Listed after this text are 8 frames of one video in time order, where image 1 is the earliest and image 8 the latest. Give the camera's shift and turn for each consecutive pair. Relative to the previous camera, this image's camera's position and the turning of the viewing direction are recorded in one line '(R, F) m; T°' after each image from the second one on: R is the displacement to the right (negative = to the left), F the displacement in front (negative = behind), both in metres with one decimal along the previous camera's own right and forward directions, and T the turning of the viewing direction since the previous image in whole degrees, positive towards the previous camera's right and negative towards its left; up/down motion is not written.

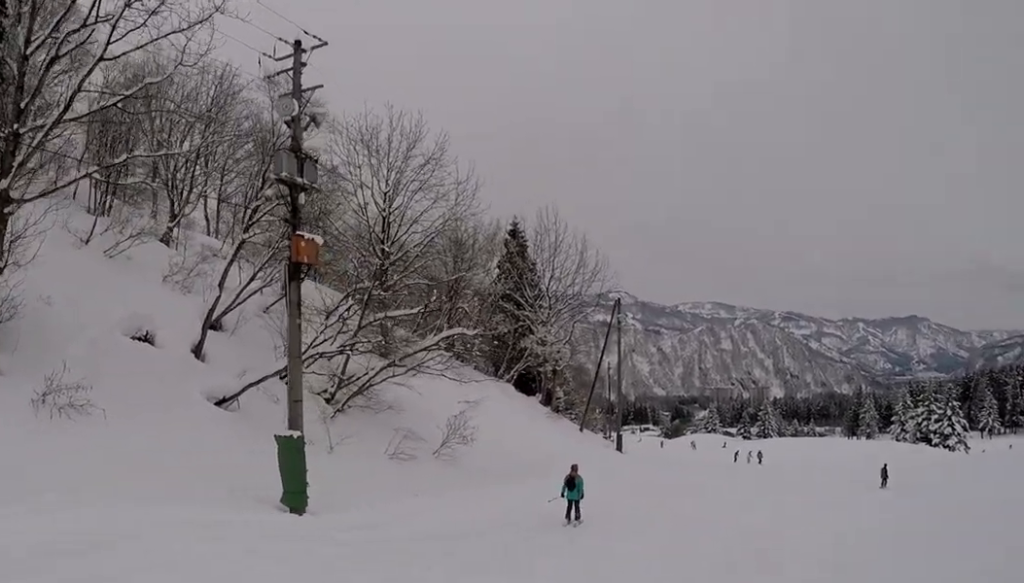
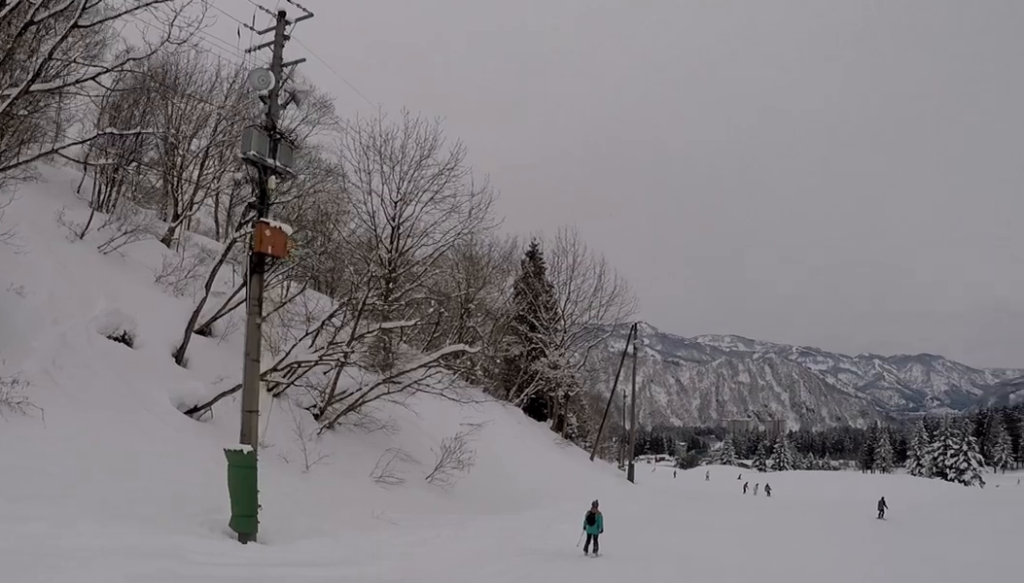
(+0.4, +2.8) m; +6°
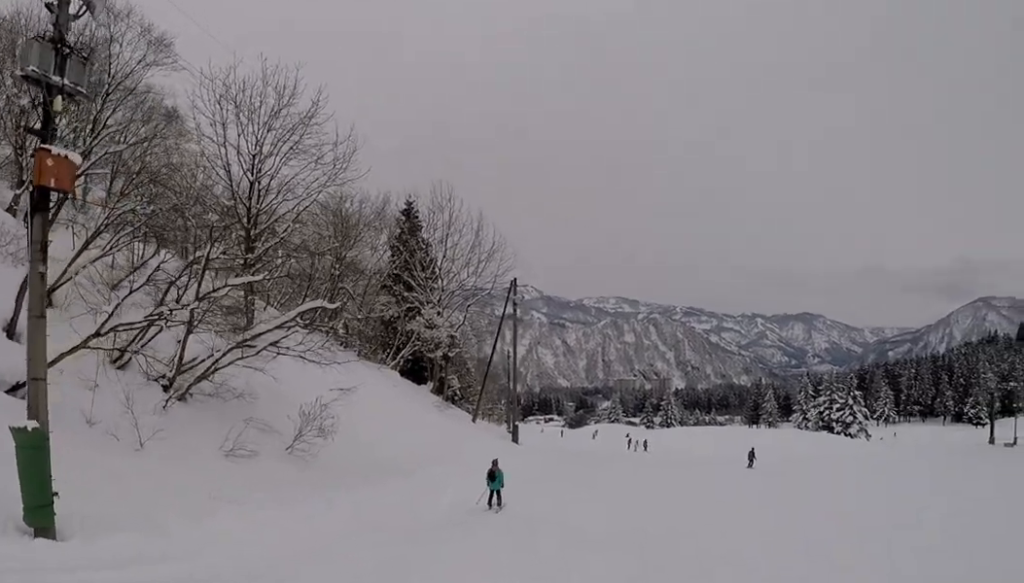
(0.0, +3.4) m; -2°
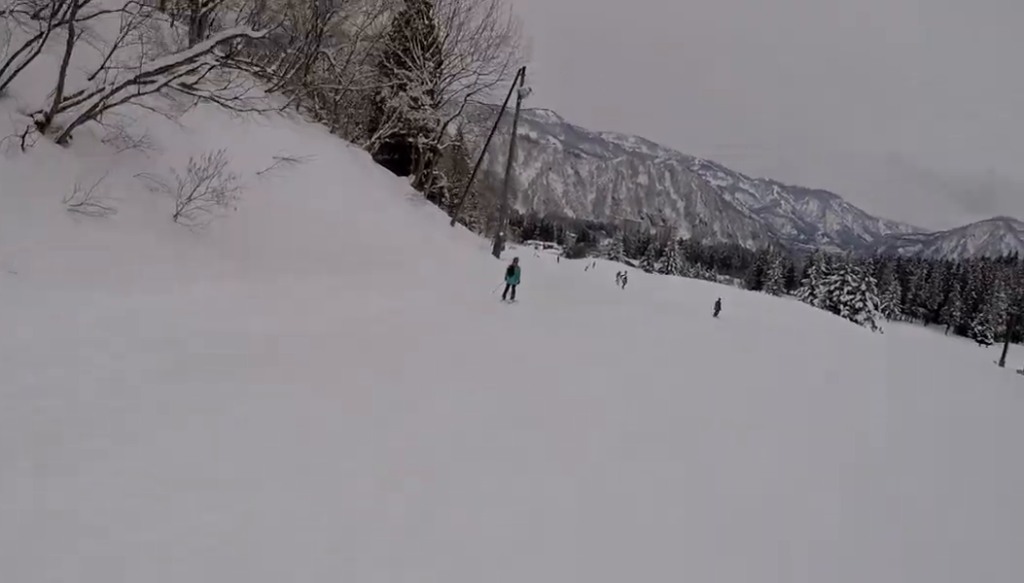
(-0.4, +8.0) m; -2°
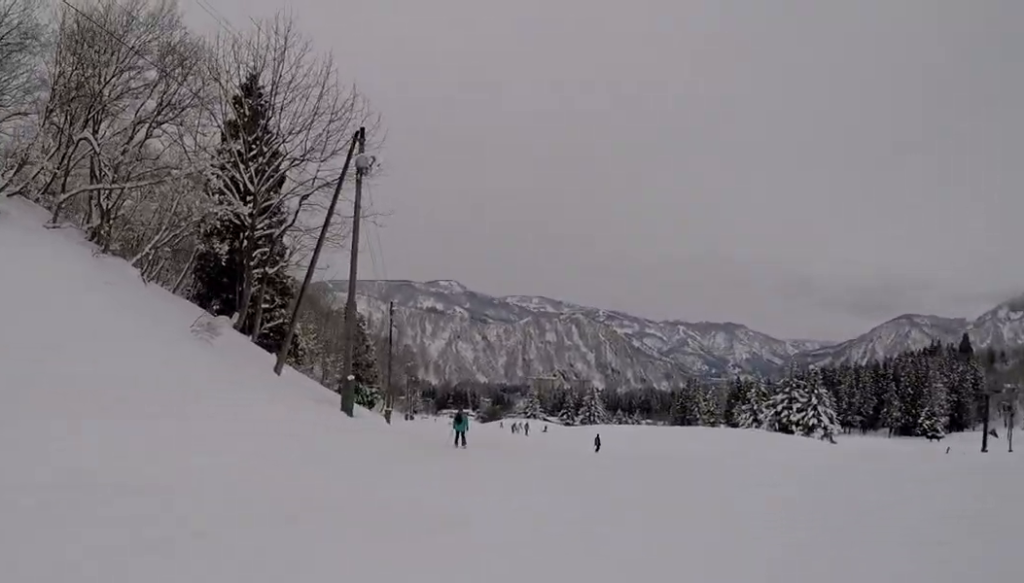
(-0.1, +15.3) m; 0°
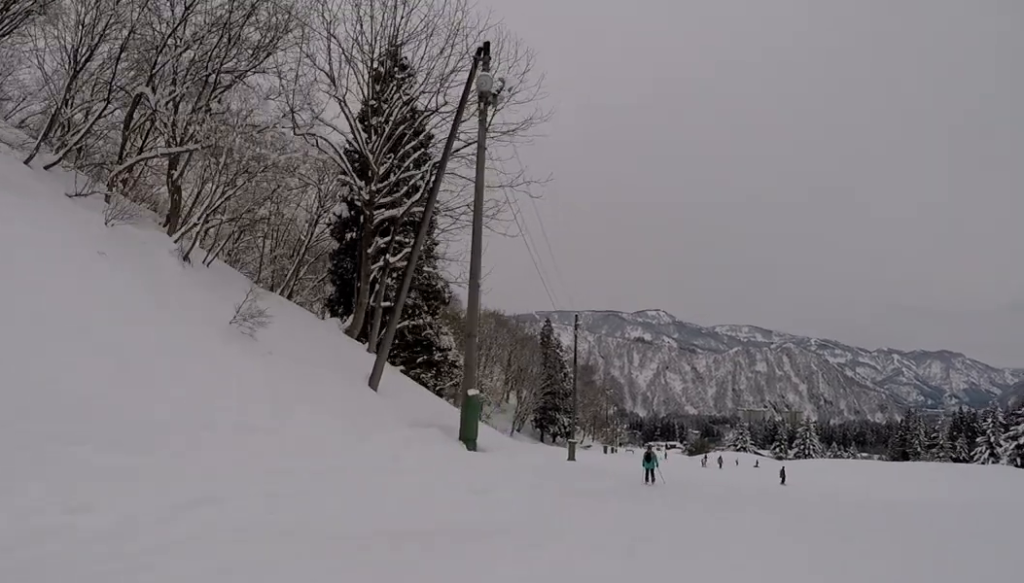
(+0.6, +9.4) m; -4°
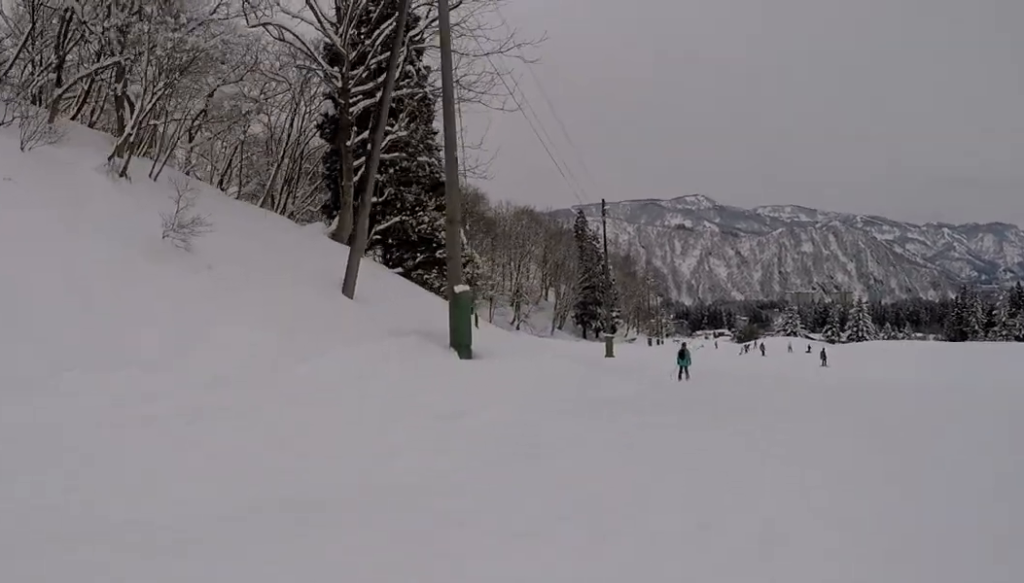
(+0.2, +3.5) m; -8°
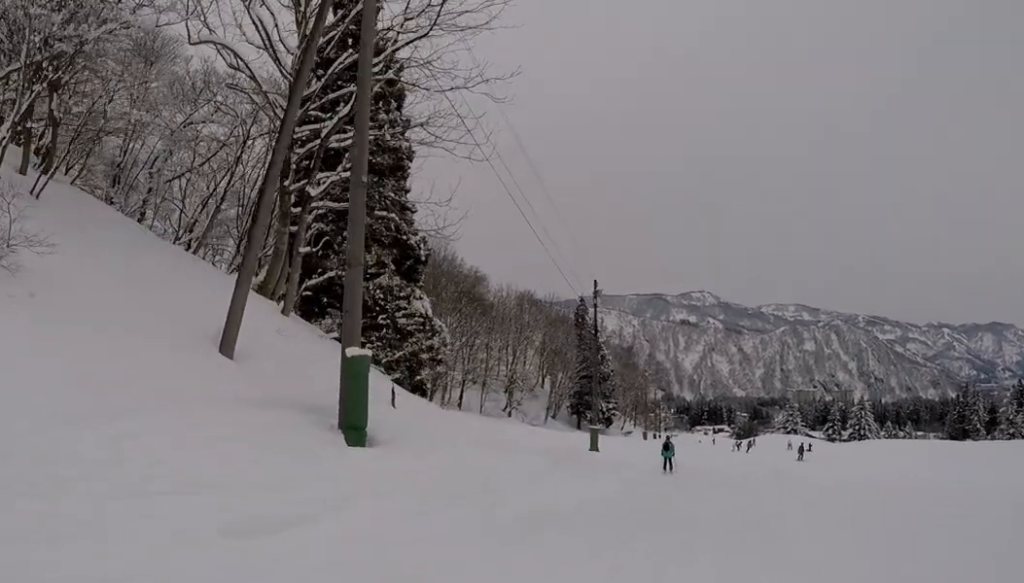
(-1.3, +4.8) m; 0°
